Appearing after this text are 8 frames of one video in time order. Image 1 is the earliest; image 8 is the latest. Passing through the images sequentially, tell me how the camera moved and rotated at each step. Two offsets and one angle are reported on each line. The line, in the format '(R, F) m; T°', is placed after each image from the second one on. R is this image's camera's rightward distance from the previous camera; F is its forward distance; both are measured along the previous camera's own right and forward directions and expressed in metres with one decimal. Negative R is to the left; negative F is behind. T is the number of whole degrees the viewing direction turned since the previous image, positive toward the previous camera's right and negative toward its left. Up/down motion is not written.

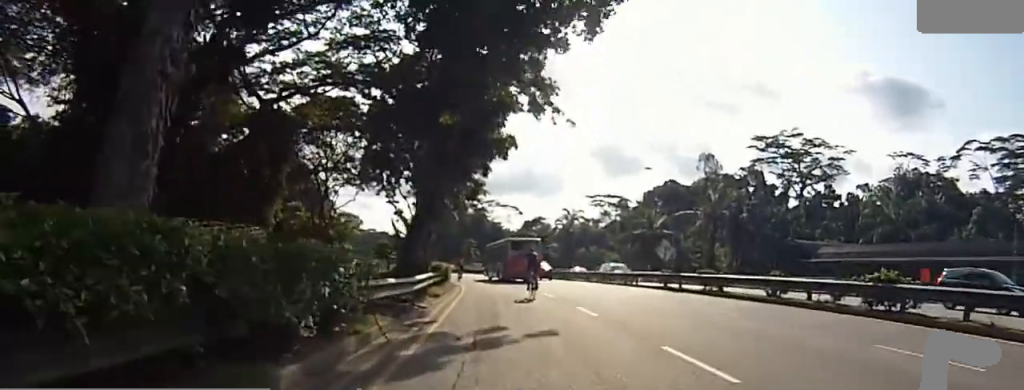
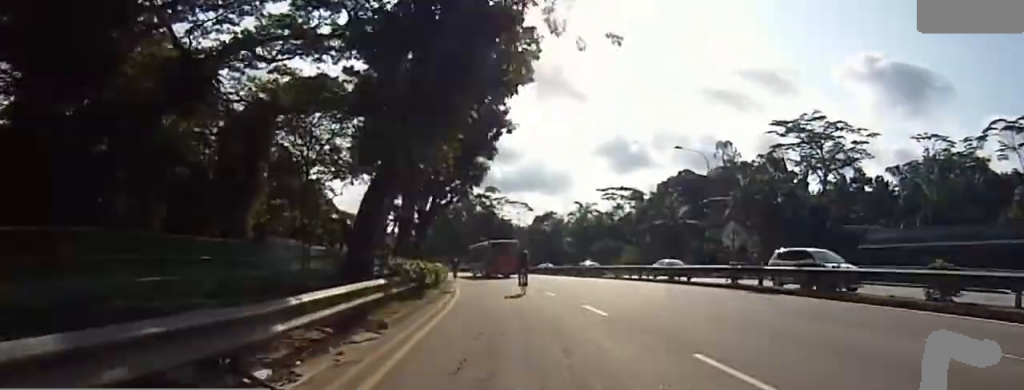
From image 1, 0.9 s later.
(-0.4, +7.8) m; -7°
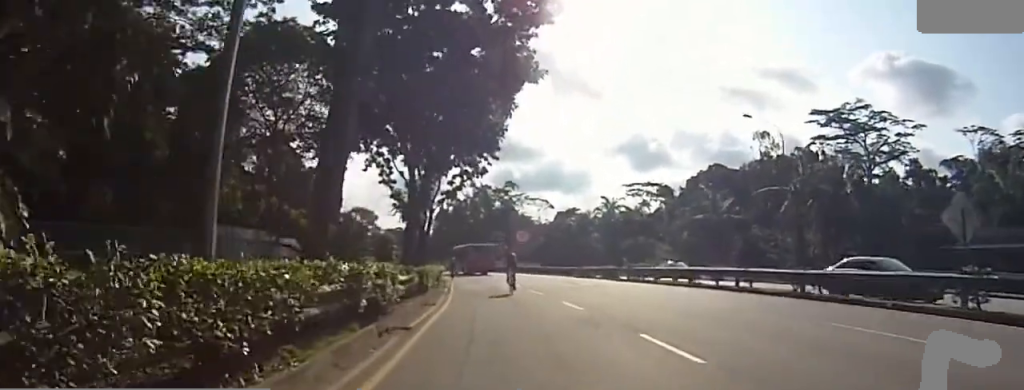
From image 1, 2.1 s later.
(-1.0, +10.6) m; -7°
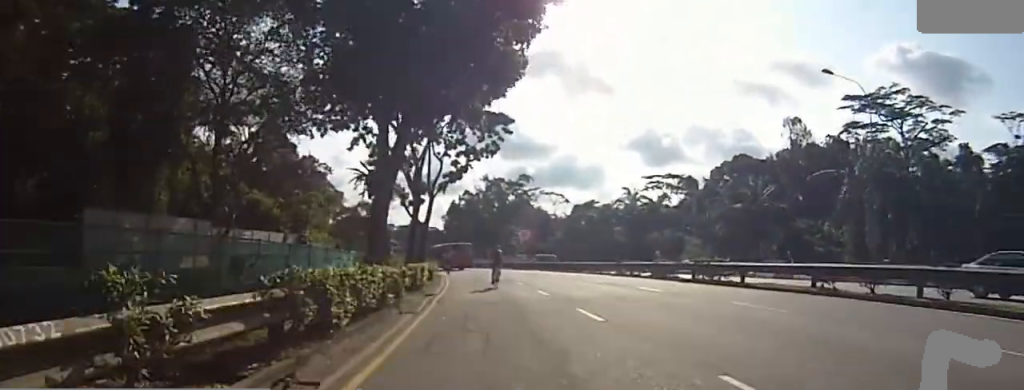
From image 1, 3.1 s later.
(-0.2, +8.3) m; -7°
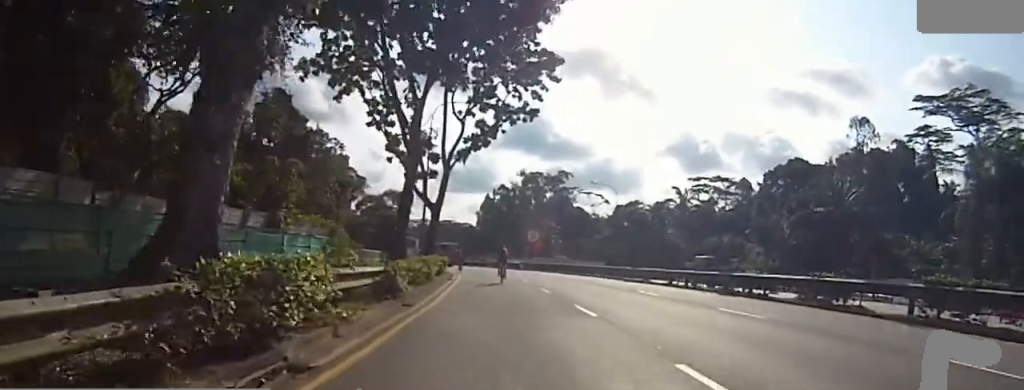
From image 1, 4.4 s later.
(0.0, +9.7) m; +10°
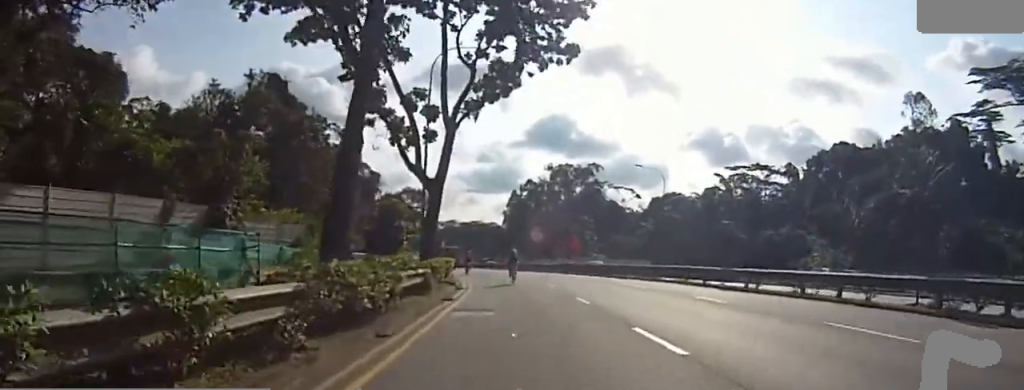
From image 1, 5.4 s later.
(+0.9, +8.6) m; -1°
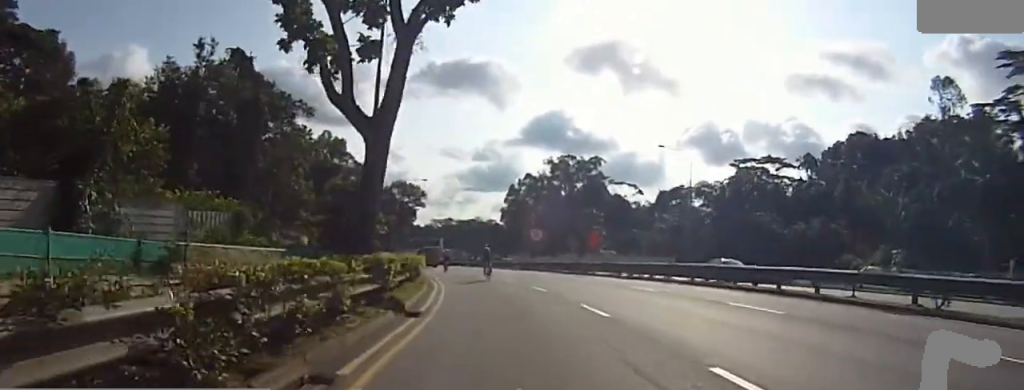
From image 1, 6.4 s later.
(-1.0, +8.5) m; -8°
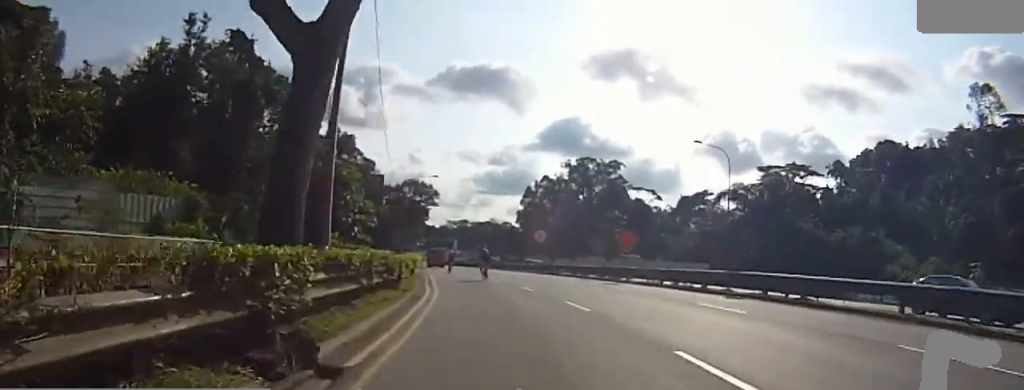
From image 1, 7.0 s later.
(-0.4, +5.0) m; 0°
